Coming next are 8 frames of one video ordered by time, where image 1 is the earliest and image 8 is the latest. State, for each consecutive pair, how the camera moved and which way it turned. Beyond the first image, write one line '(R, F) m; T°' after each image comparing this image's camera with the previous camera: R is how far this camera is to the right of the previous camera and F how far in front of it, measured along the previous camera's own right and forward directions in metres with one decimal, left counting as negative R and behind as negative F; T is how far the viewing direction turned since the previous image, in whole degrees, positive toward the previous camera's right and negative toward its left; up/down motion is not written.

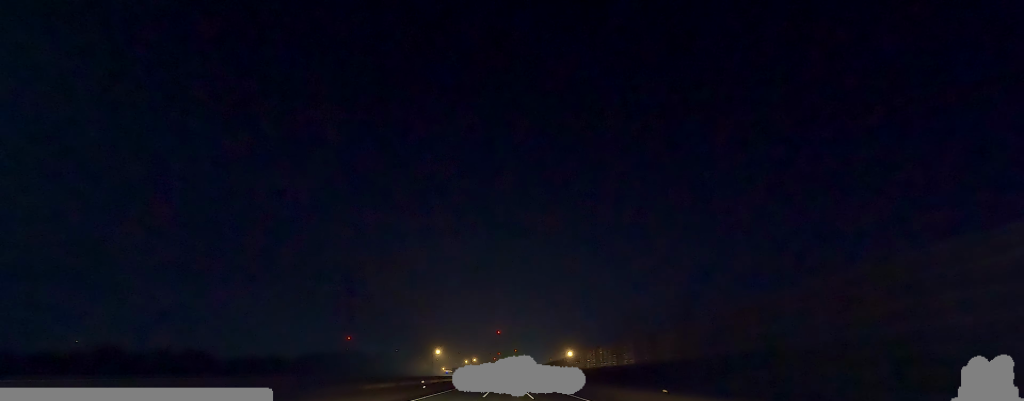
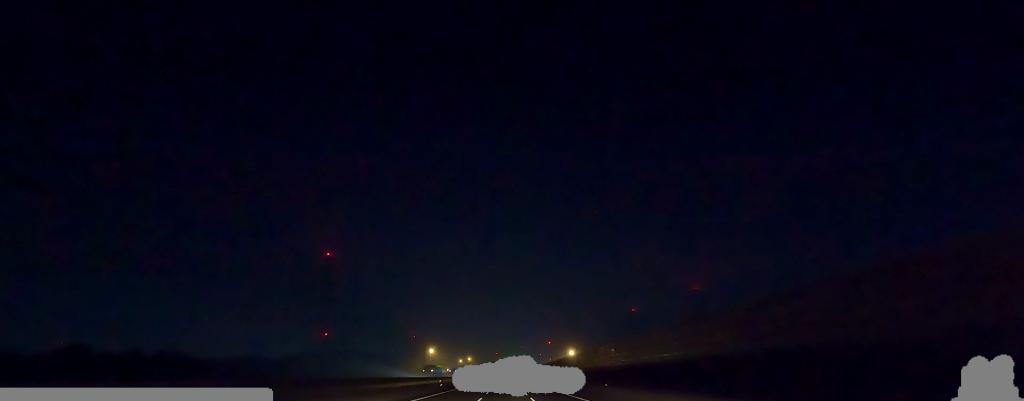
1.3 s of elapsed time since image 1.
(+0.1, +32.6) m; -2°
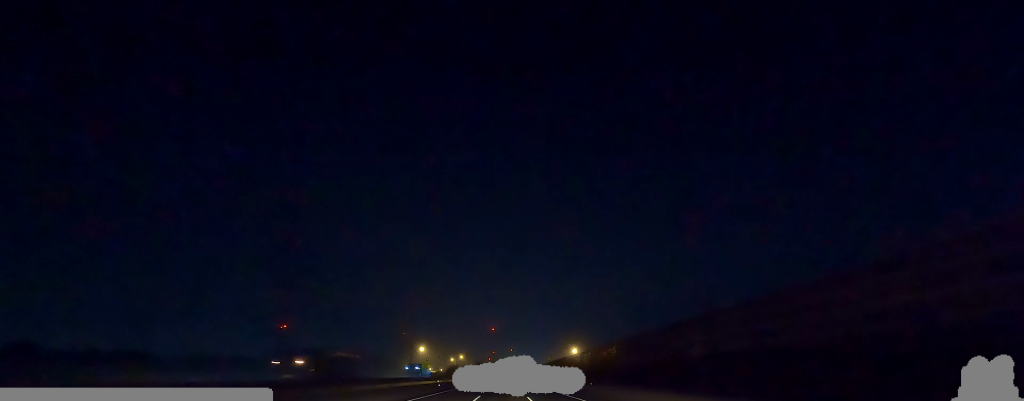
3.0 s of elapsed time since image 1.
(-1.1, +43.3) m; +1°
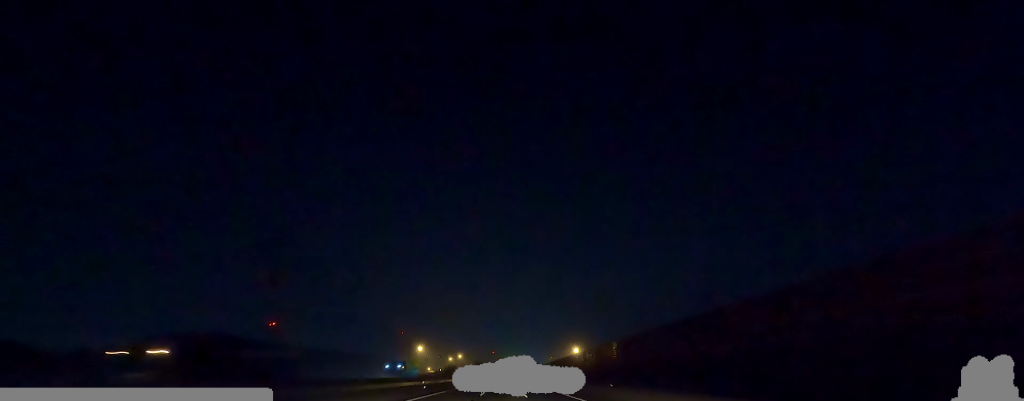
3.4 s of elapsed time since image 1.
(+0.5, +10.0) m; +1°
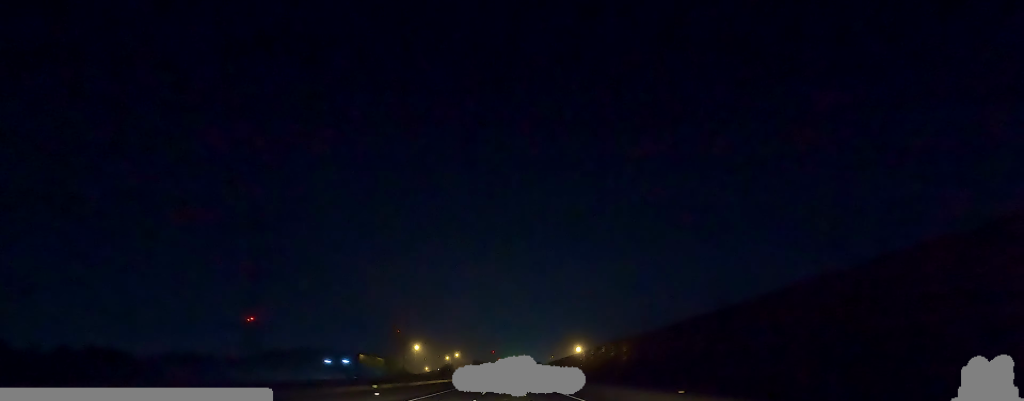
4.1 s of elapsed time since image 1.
(-0.1, +16.8) m; 0°
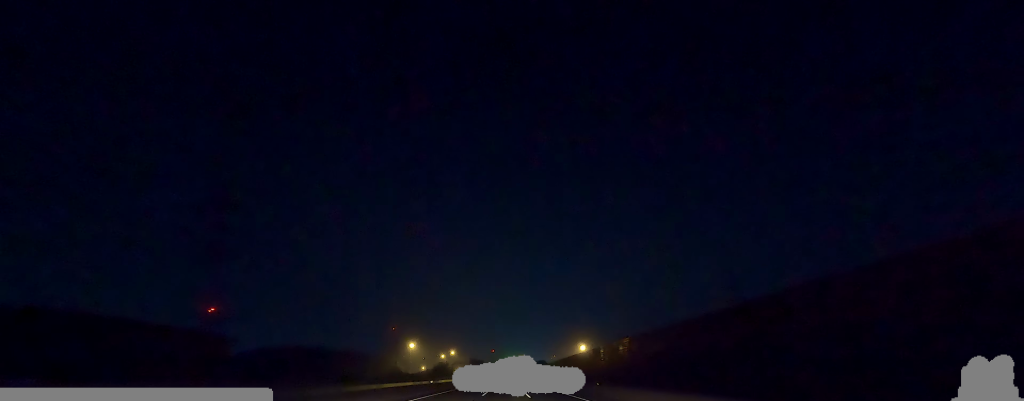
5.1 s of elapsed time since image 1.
(-0.2, +24.5) m; 0°
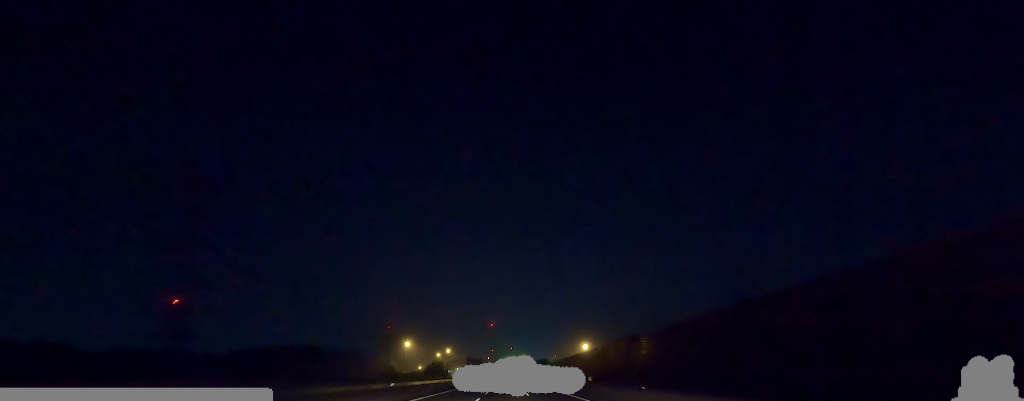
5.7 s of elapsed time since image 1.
(0.0, +16.9) m; 0°
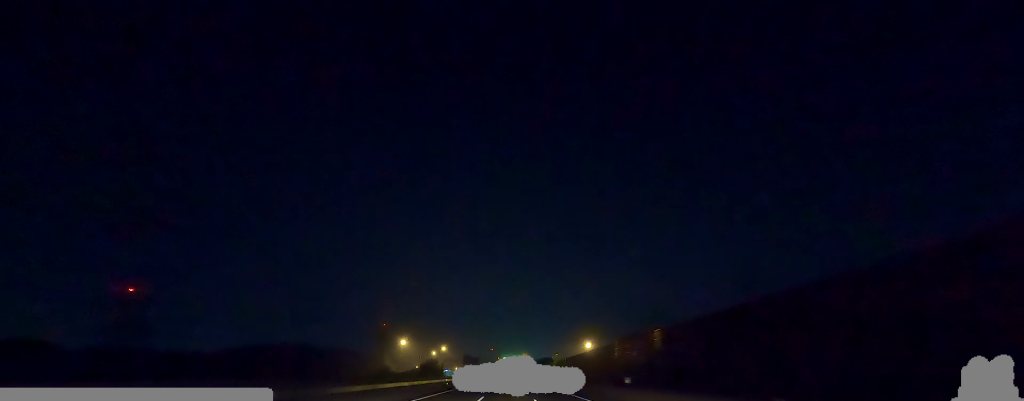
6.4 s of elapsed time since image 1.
(+0.3, +16.8) m; 0°
